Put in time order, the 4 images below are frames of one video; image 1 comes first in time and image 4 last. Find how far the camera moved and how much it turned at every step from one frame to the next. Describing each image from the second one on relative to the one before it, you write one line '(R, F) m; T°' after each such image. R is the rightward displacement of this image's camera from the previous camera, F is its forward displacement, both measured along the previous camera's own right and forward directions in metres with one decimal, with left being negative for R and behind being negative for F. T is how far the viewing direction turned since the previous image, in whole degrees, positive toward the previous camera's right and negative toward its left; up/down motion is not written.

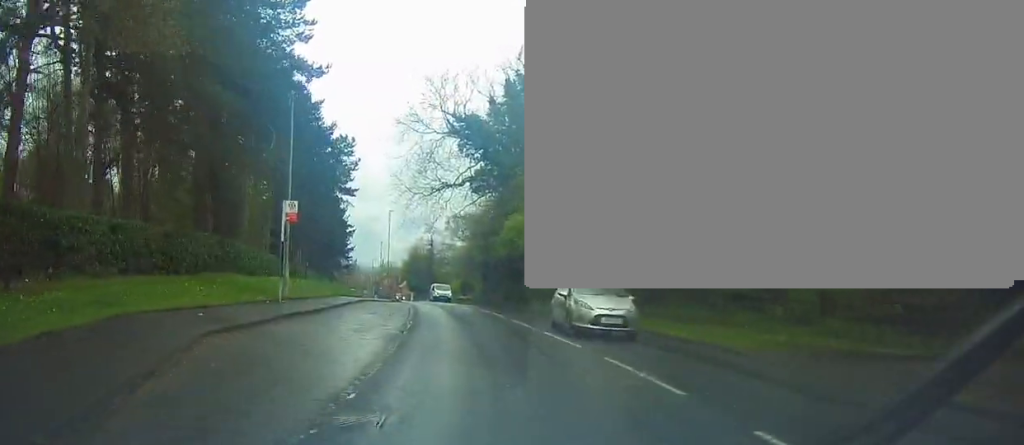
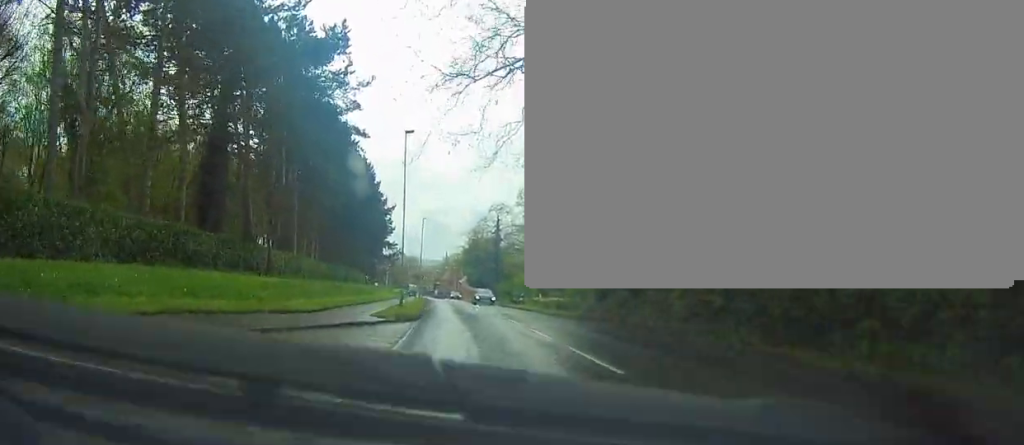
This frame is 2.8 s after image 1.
(-2.1, +31.4) m; -6°
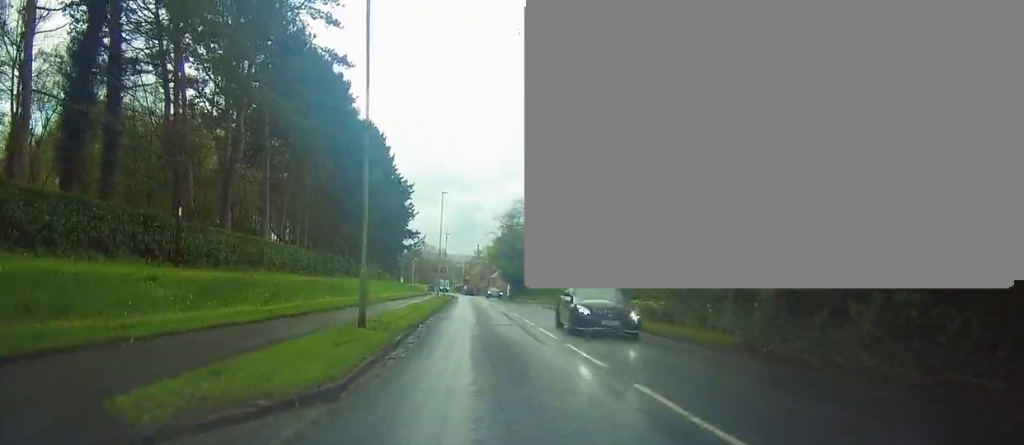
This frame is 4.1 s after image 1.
(-0.3, +16.2) m; -3°
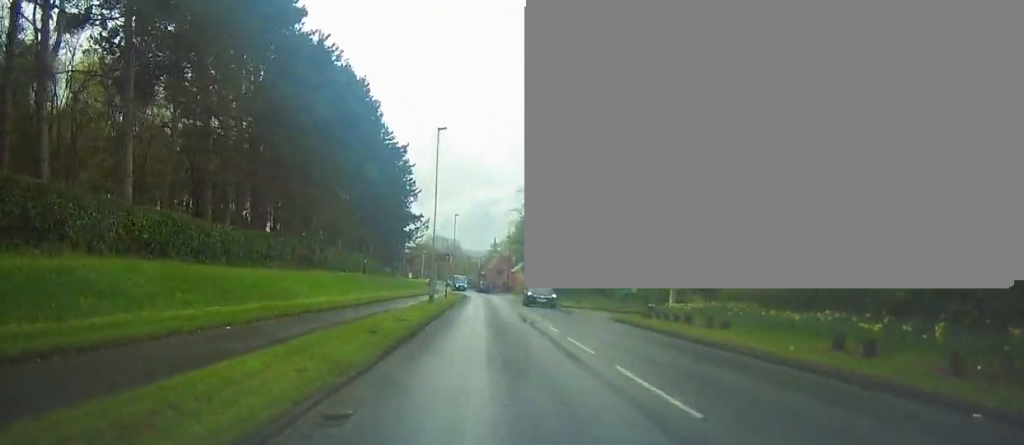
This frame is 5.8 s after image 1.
(-1.3, +20.6) m; -5°
